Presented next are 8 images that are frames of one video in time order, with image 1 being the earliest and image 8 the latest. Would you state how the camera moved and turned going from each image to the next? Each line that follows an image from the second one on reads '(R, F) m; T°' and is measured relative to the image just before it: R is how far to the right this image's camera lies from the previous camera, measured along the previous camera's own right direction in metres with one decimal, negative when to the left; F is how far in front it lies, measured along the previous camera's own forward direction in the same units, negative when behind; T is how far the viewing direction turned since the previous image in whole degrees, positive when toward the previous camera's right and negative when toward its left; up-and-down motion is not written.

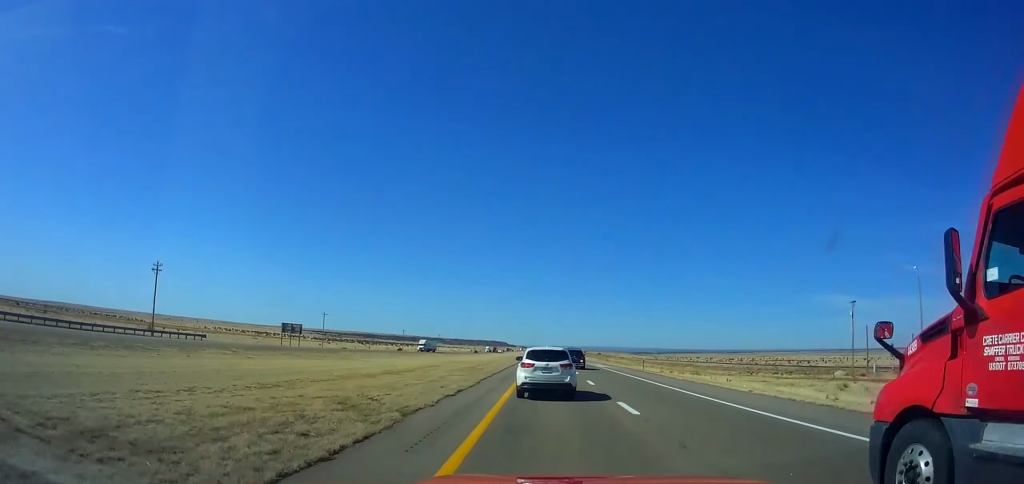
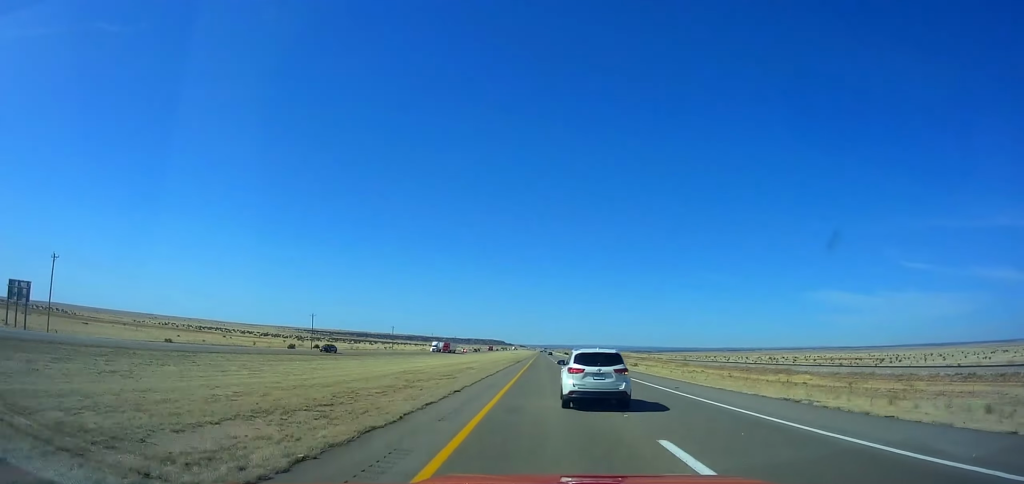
(+0.2, +106.1) m; 0°
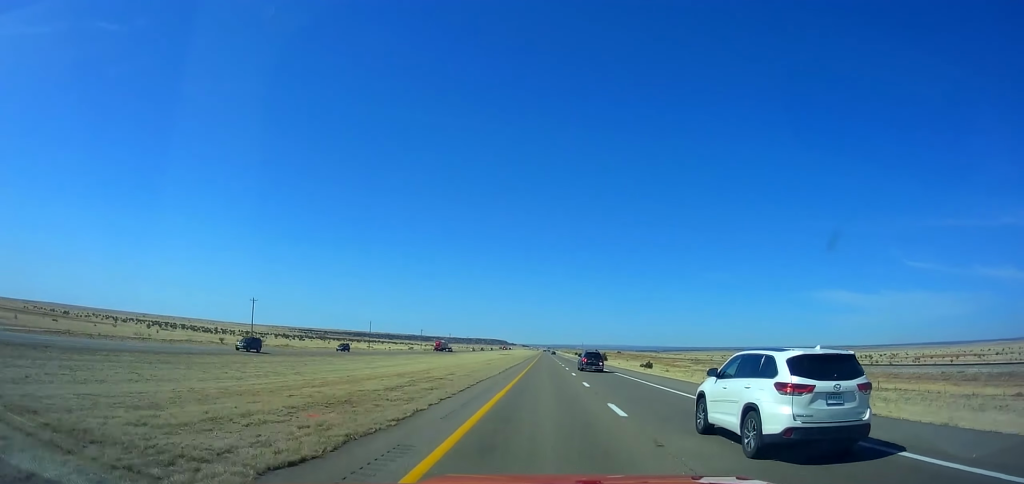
(+0.4, +126.3) m; 0°
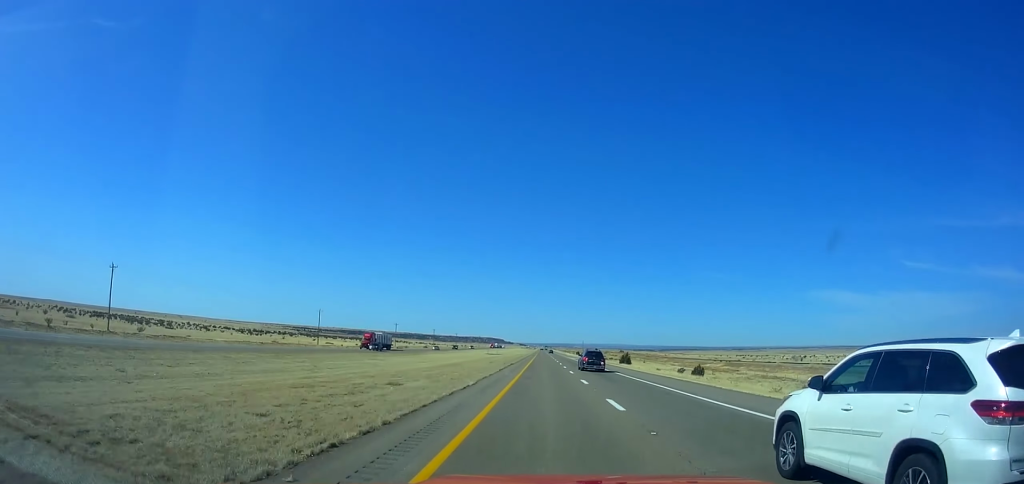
(-0.1, +47.2) m; 0°
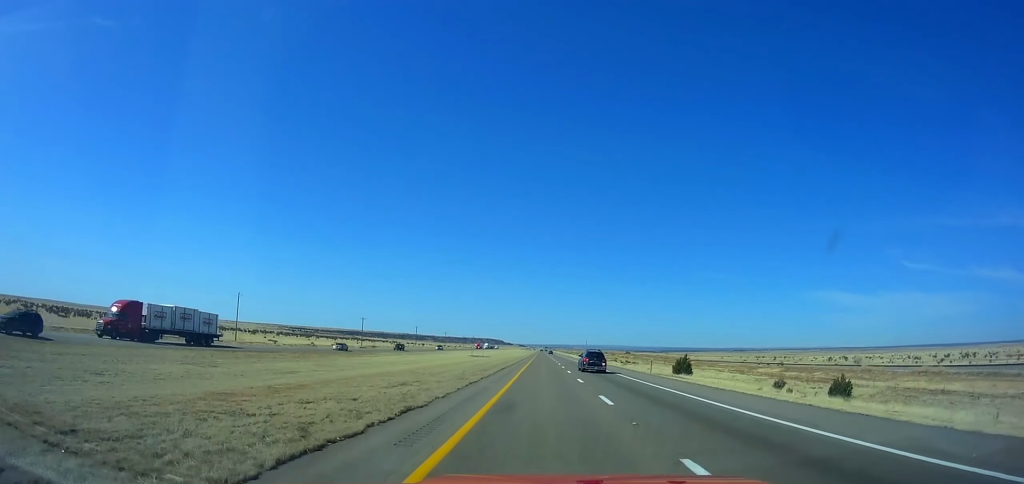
(+0.2, +47.2) m; 0°
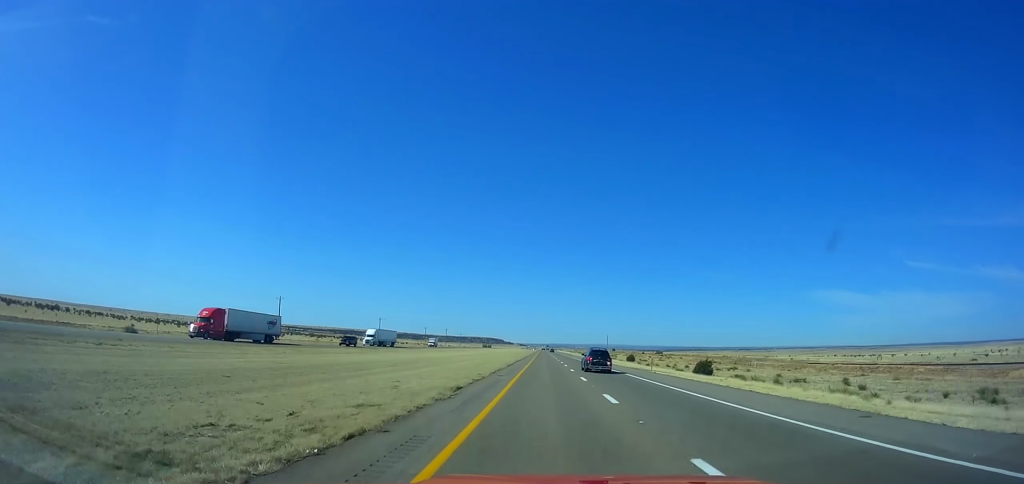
(-0.5, +159.7) m; 0°
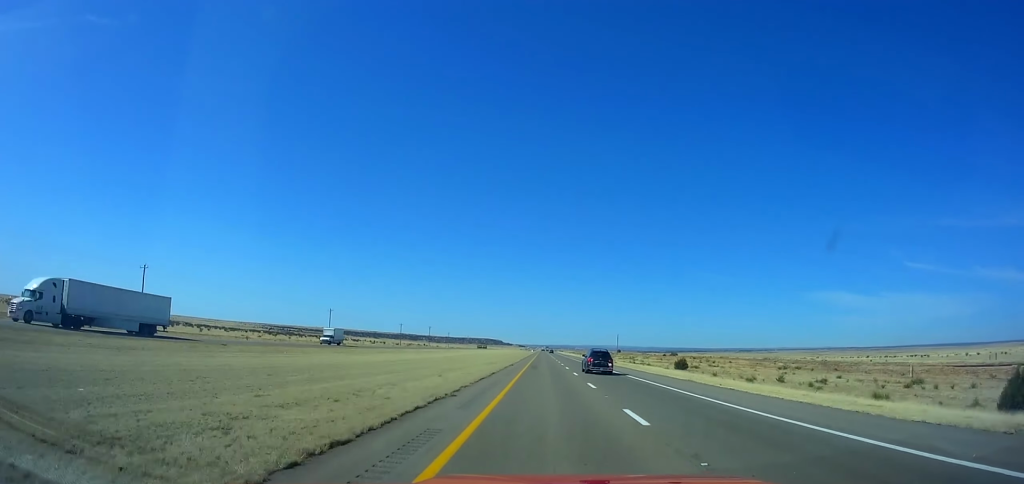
(+0.1, +54.1) m; 0°
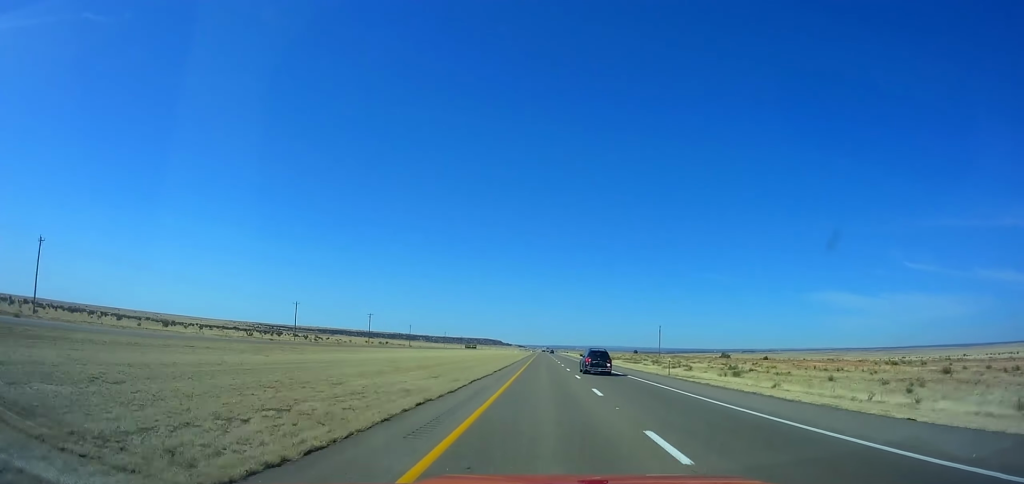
(-0.1, +115.1) m; 0°
